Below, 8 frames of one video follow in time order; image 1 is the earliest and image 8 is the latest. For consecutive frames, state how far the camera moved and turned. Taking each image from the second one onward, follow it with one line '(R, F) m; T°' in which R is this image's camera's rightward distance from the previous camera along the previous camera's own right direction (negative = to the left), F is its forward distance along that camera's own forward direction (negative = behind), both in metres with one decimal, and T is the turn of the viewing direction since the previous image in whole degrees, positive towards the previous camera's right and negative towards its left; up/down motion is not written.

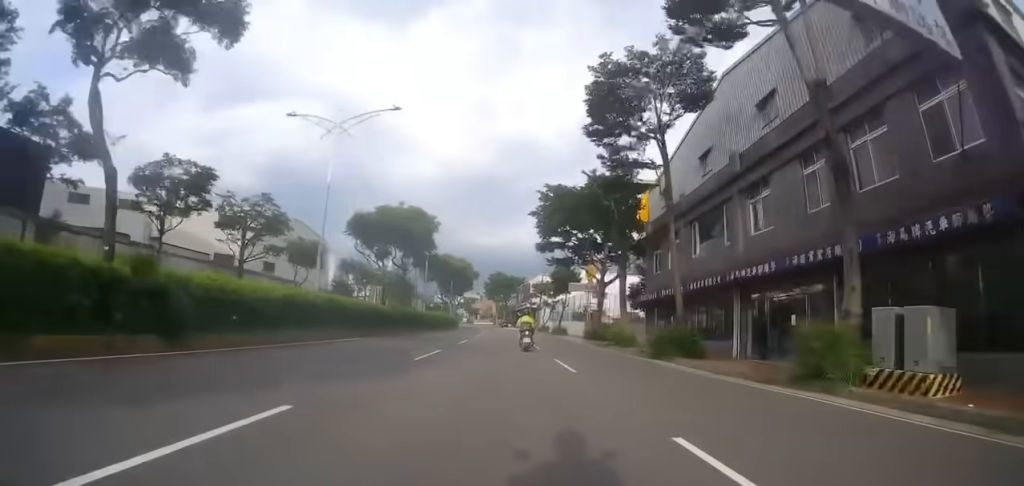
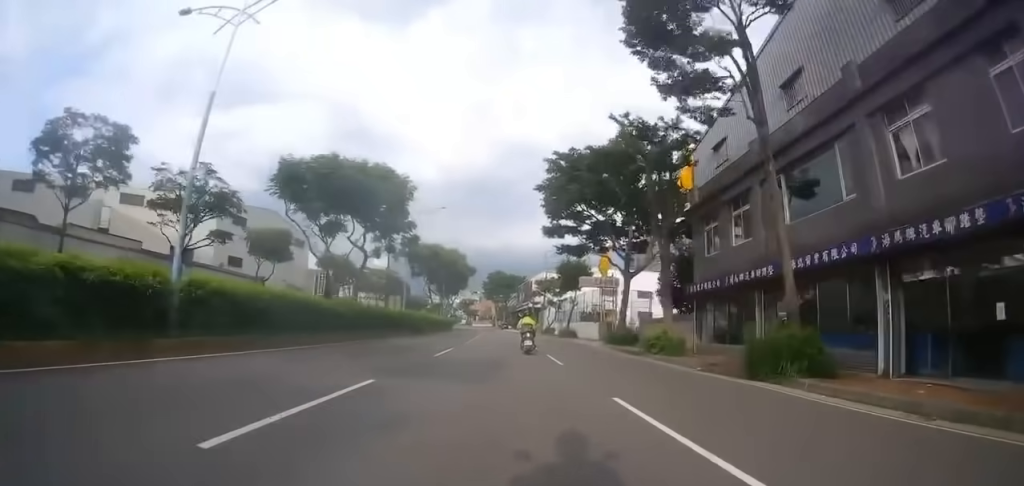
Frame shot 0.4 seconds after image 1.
(0.0, +7.5) m; 0°
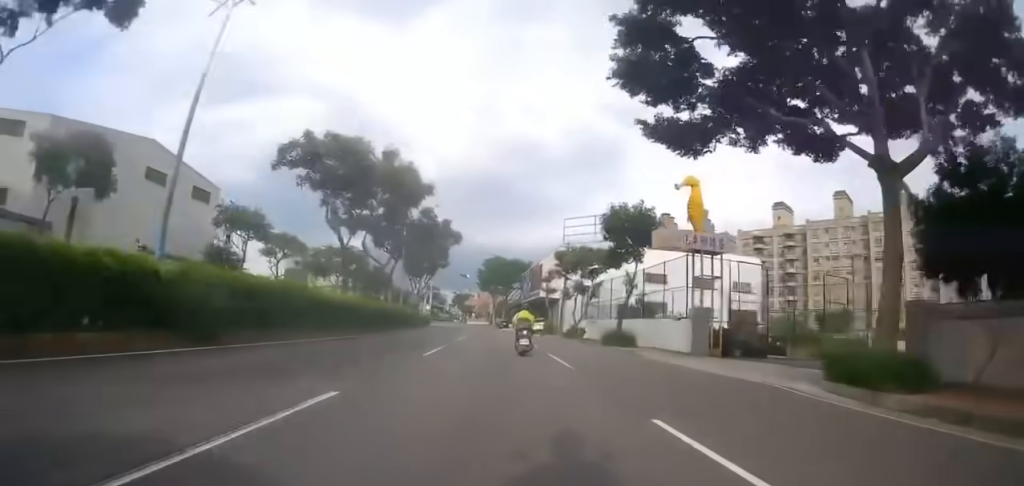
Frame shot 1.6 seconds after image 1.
(-0.1, +23.3) m; 0°
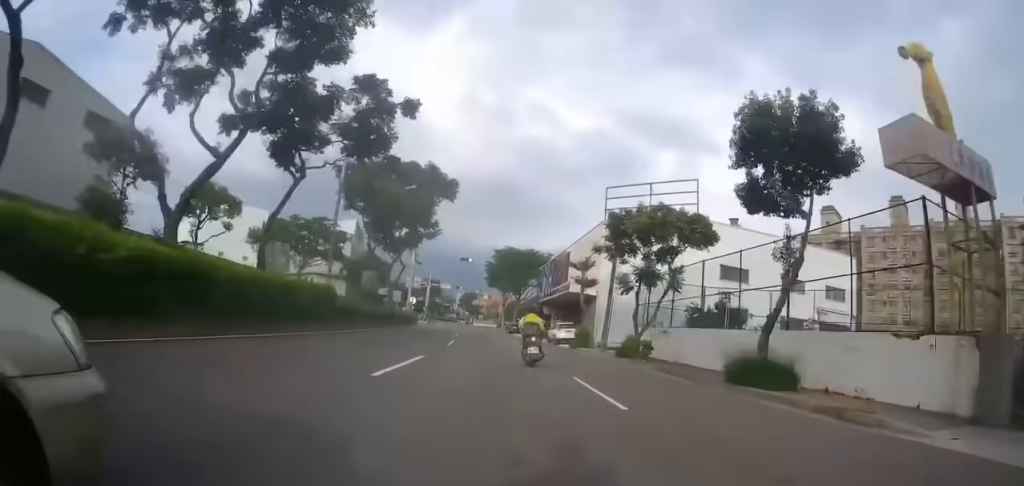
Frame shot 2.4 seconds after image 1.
(+0.2, +15.1) m; -2°
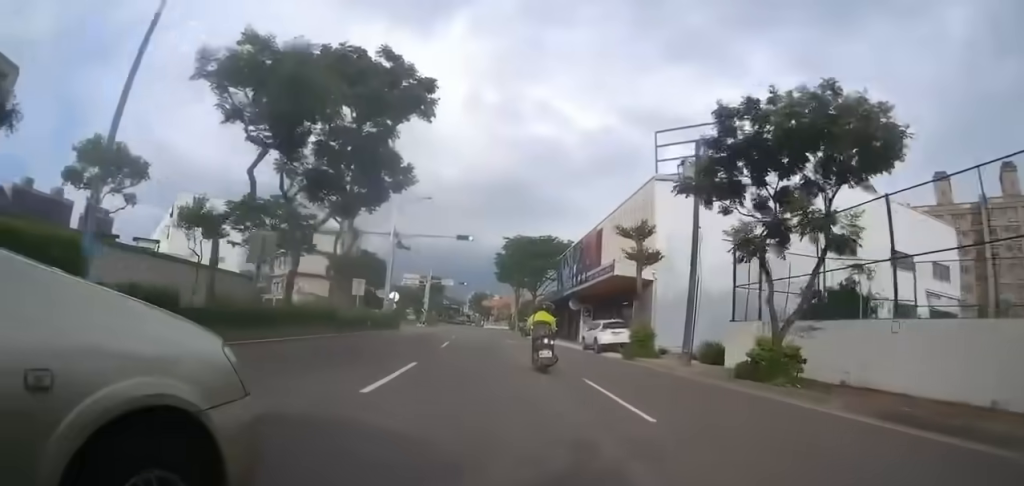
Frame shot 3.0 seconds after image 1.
(-0.3, +11.2) m; -1°
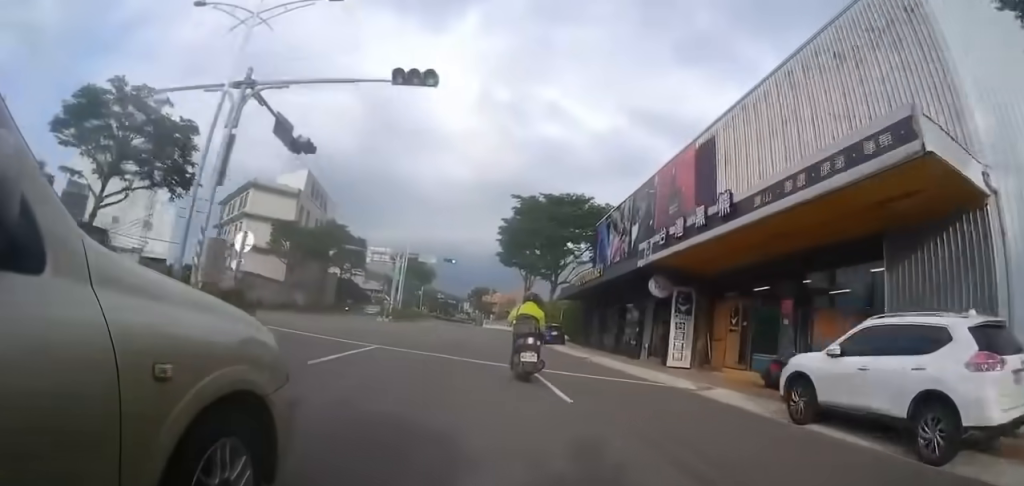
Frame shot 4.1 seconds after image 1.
(-0.4, +19.6) m; -1°
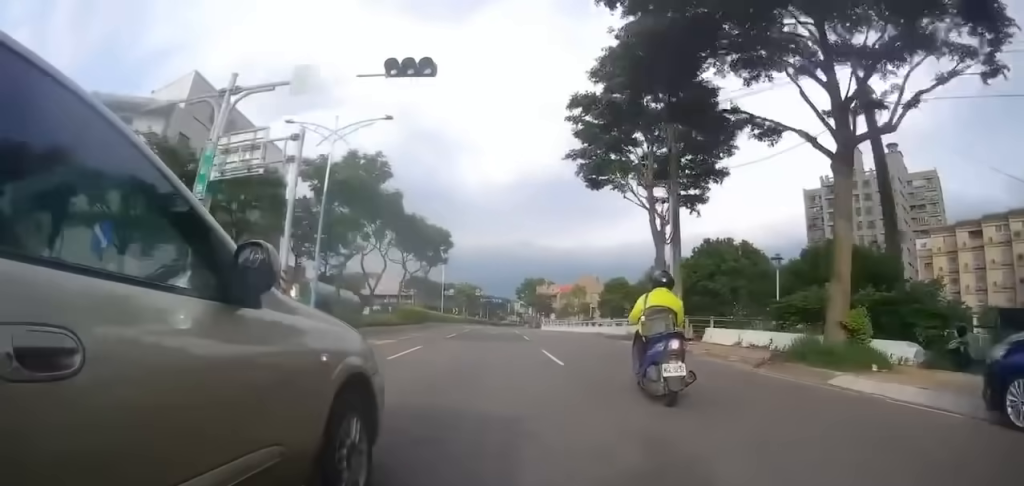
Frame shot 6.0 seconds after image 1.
(0.0, +32.9) m; 0°
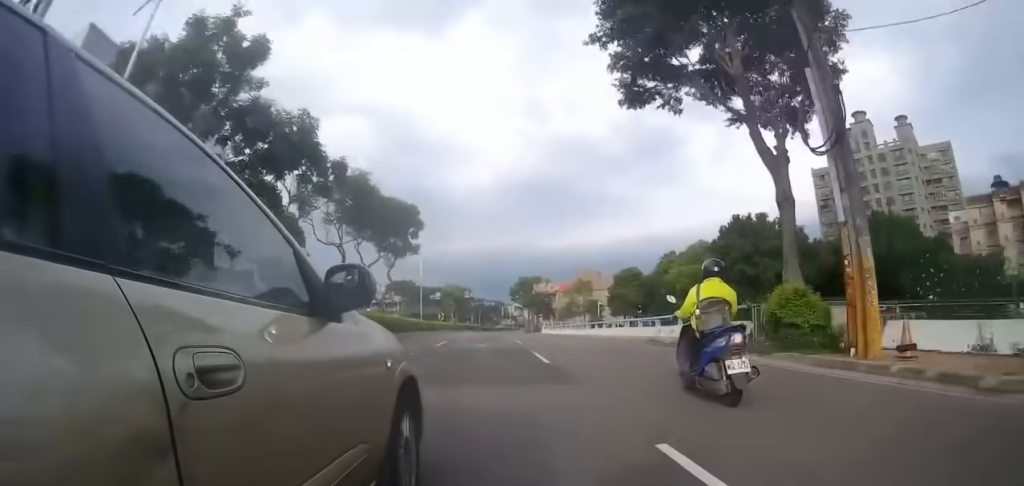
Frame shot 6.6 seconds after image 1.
(+0.1, +11.2) m; 0°
